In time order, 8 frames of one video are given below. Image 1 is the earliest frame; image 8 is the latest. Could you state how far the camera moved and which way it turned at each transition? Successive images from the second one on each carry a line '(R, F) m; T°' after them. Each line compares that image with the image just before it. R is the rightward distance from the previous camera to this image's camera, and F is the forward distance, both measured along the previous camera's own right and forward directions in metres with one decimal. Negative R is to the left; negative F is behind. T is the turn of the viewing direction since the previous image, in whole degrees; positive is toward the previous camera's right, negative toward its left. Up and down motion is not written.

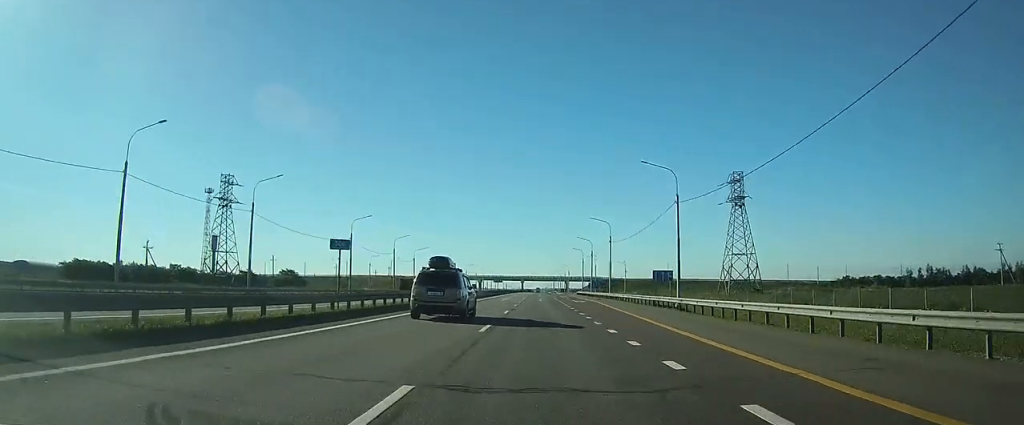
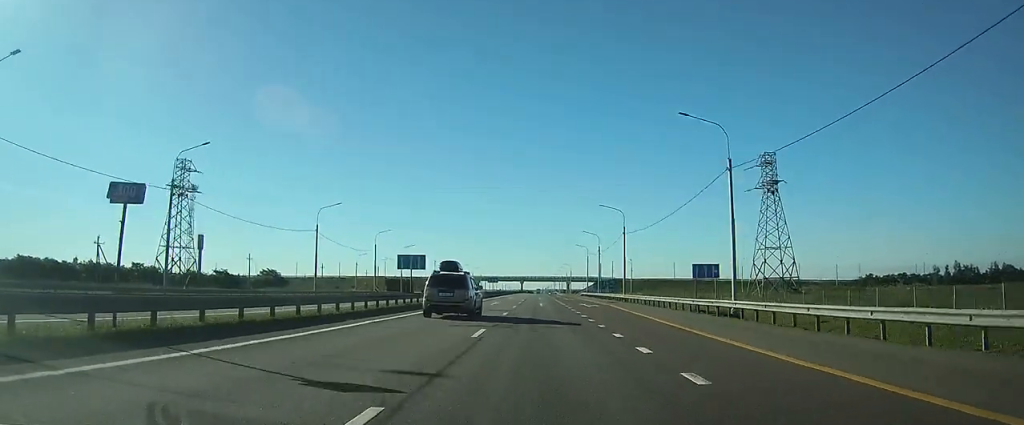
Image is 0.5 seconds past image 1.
(0.0, +13.2) m; 0°
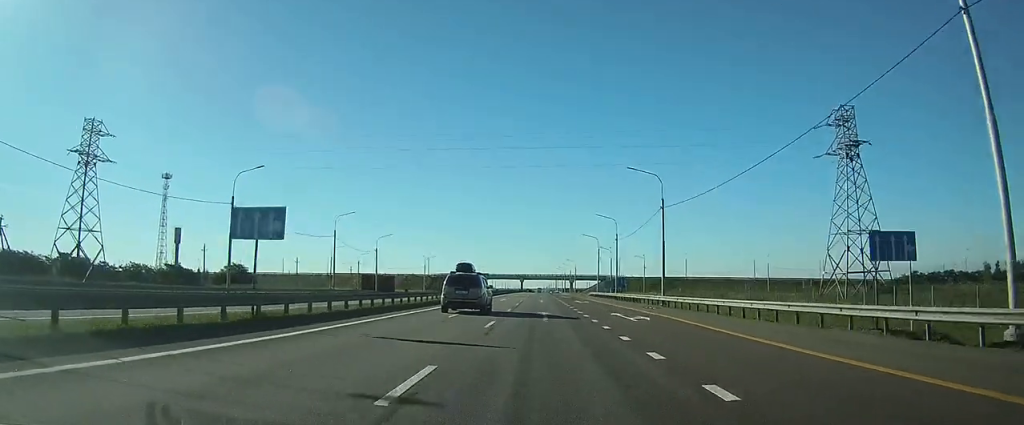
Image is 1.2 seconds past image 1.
(0.0, +20.7) m; 0°
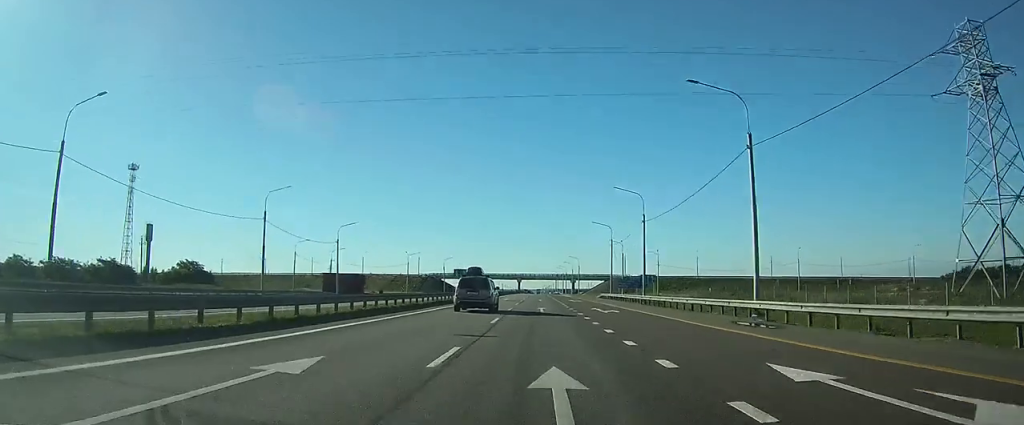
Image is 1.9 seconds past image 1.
(0.0, +20.7) m; 0°
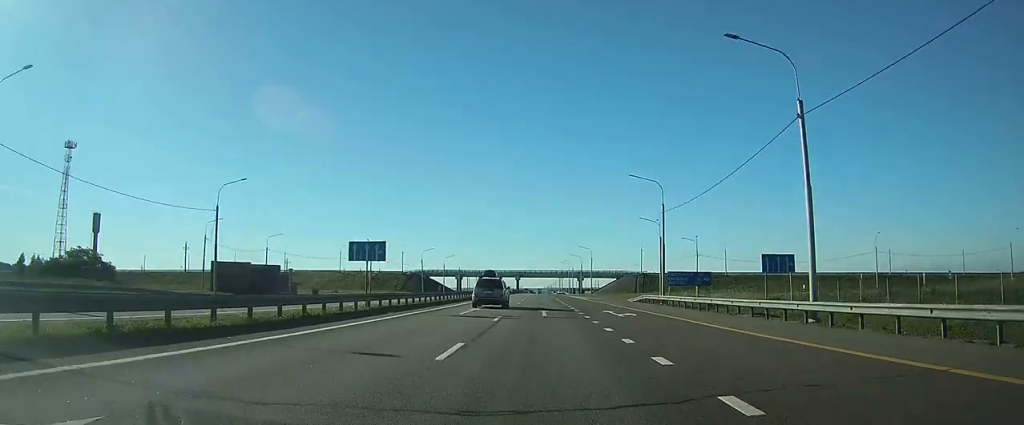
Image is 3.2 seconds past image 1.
(-0.2, +34.9) m; 0°
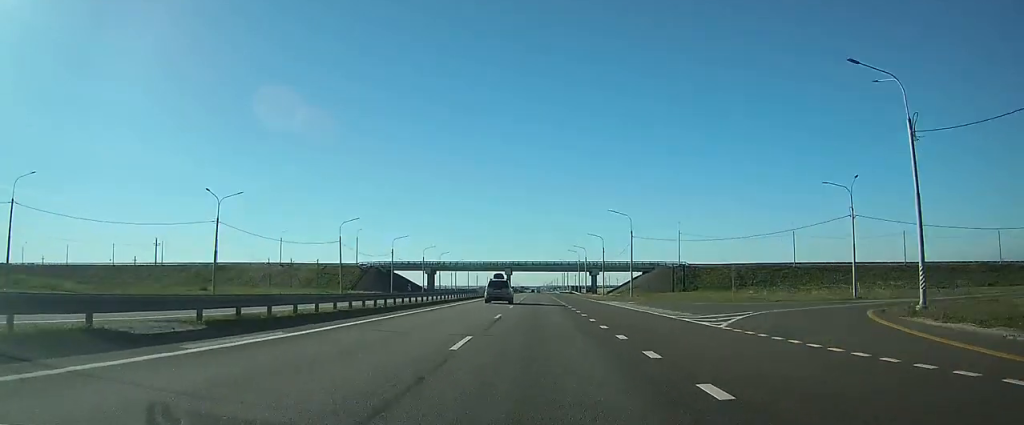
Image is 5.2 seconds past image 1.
(+0.2, +57.9) m; 0°
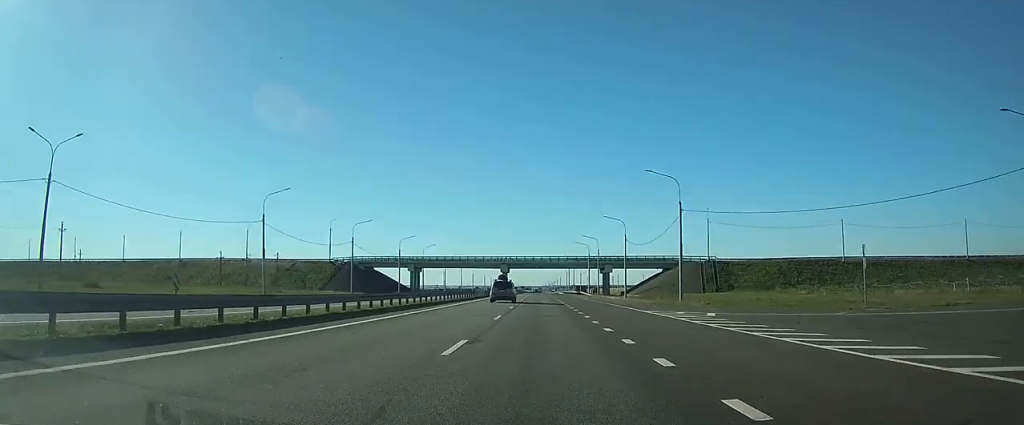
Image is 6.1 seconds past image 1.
(0.0, +24.8) m; 0°
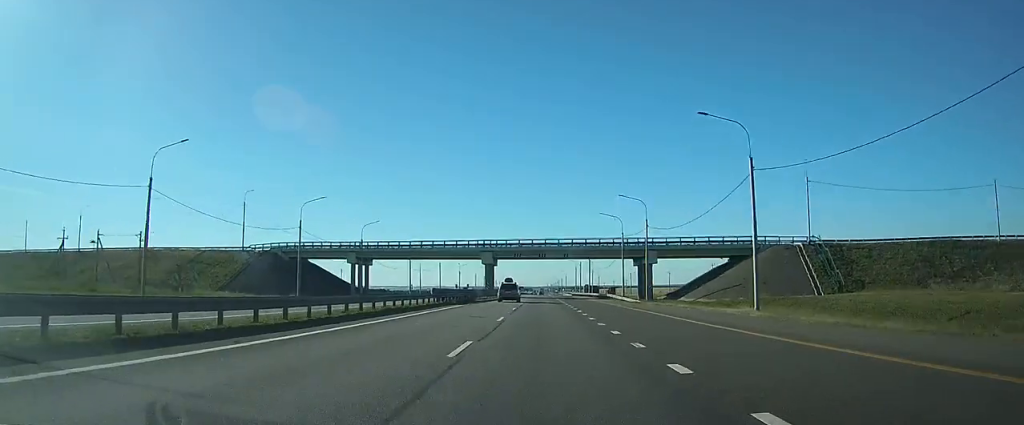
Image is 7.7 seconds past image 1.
(0.0, +48.1) m; 0°
